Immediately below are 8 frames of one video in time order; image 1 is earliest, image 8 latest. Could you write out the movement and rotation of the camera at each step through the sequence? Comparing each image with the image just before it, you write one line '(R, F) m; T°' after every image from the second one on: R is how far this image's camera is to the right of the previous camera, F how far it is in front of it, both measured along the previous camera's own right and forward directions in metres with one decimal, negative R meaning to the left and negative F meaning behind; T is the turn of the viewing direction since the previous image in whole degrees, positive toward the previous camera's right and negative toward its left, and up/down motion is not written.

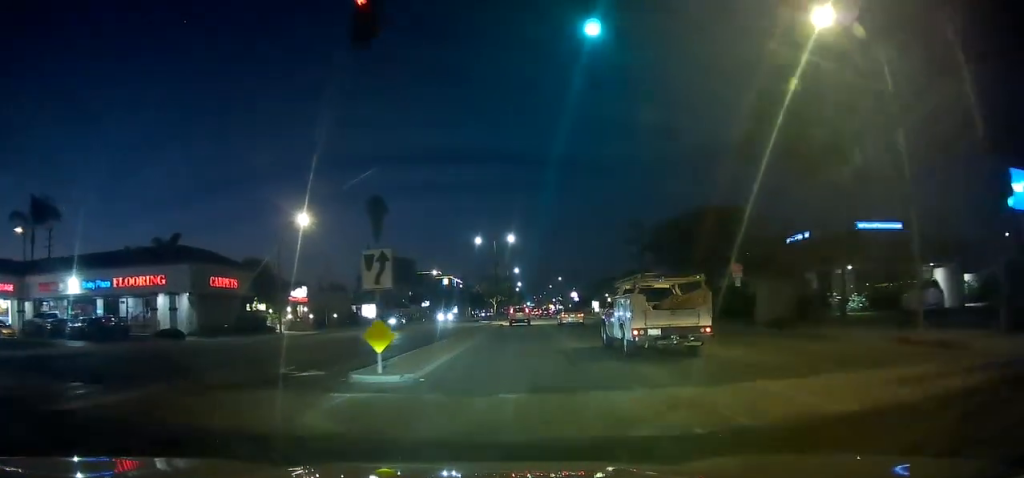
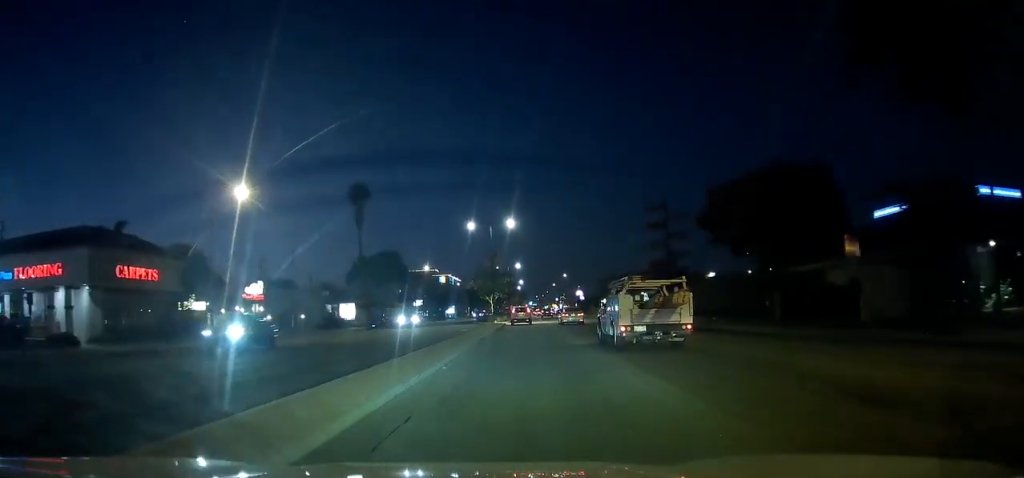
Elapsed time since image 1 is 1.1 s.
(0.0, +12.4) m; 0°
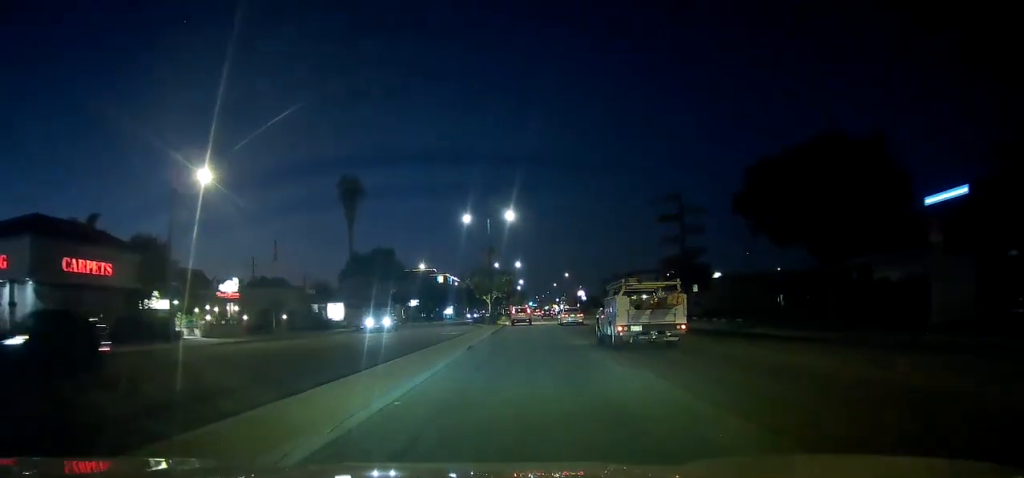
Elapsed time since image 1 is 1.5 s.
(0.0, +5.1) m; 0°
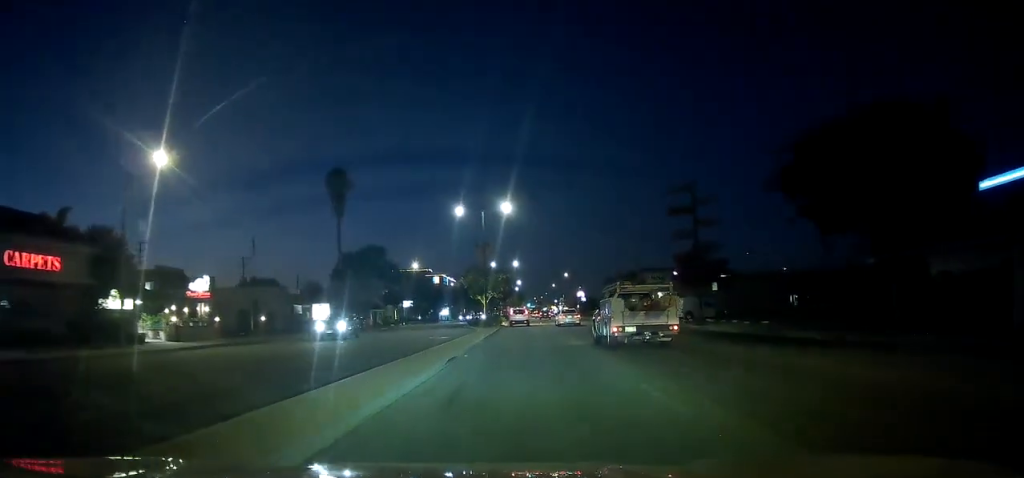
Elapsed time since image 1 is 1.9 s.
(0.0, +4.7) m; 0°
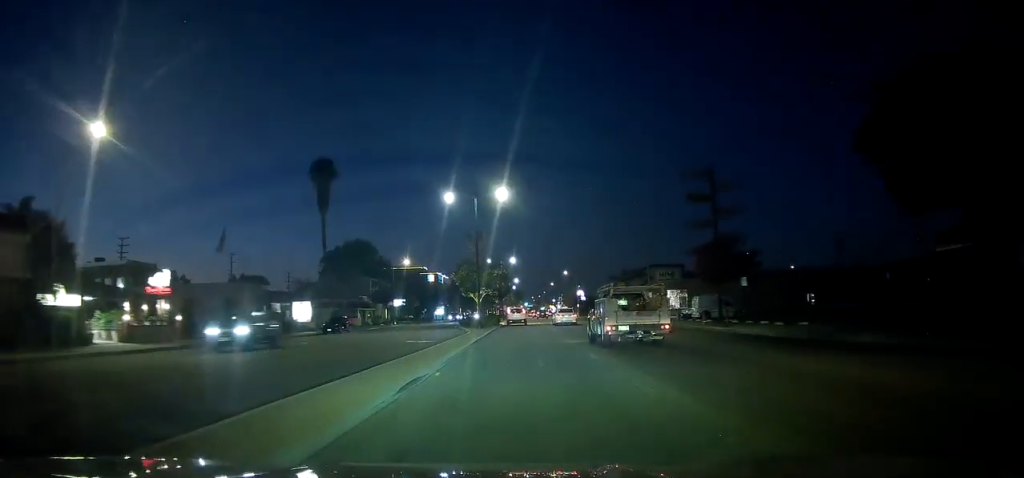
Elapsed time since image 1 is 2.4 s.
(0.0, +6.0) m; 0°
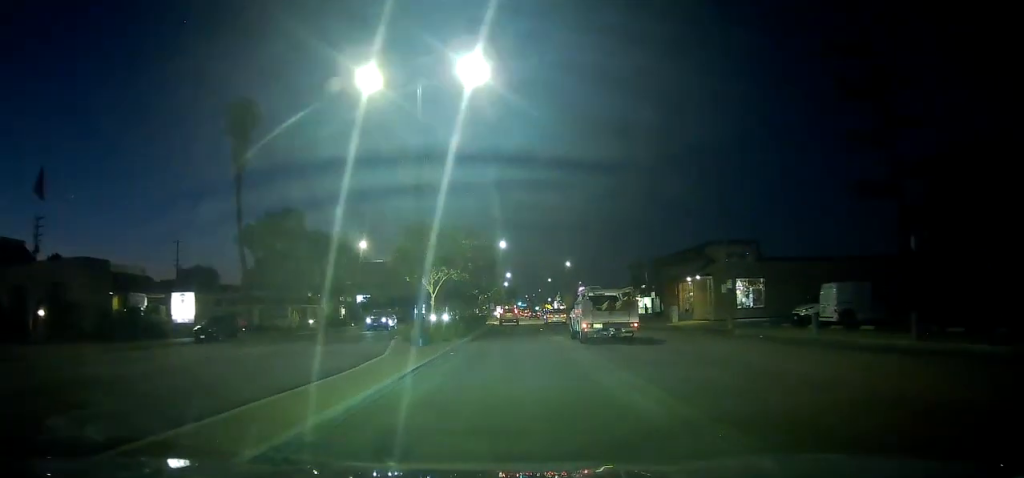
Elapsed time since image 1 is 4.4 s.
(0.0, +23.8) m; 0°
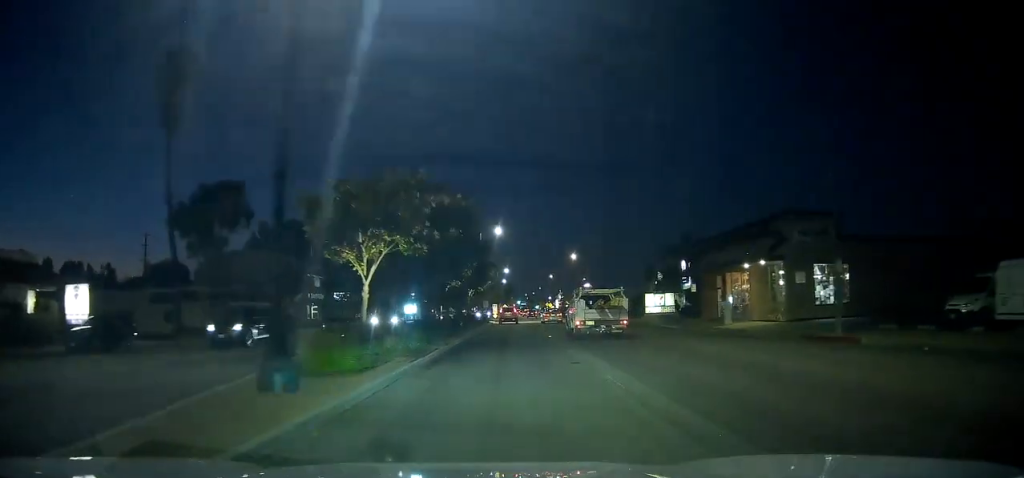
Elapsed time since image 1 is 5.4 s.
(0.0, +13.1) m; 0°
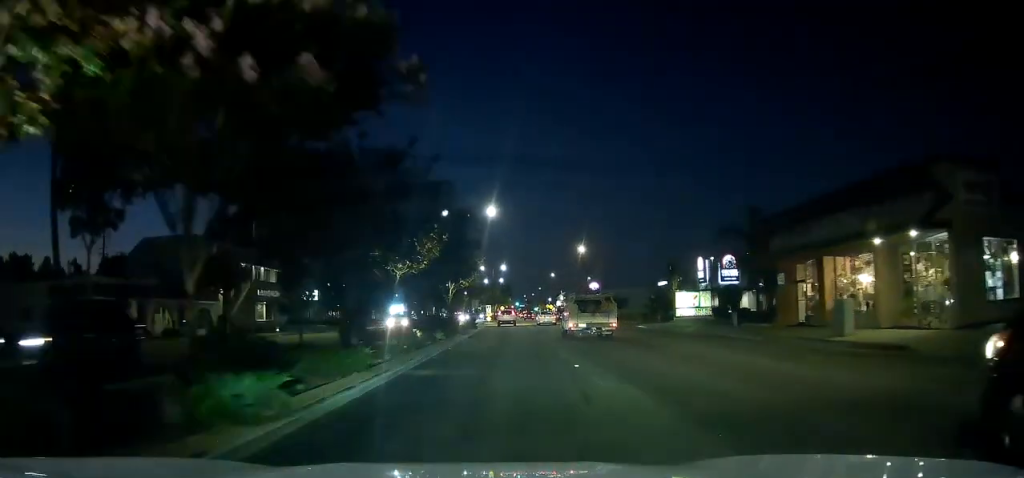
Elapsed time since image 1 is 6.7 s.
(0.0, +15.3) m; 0°
